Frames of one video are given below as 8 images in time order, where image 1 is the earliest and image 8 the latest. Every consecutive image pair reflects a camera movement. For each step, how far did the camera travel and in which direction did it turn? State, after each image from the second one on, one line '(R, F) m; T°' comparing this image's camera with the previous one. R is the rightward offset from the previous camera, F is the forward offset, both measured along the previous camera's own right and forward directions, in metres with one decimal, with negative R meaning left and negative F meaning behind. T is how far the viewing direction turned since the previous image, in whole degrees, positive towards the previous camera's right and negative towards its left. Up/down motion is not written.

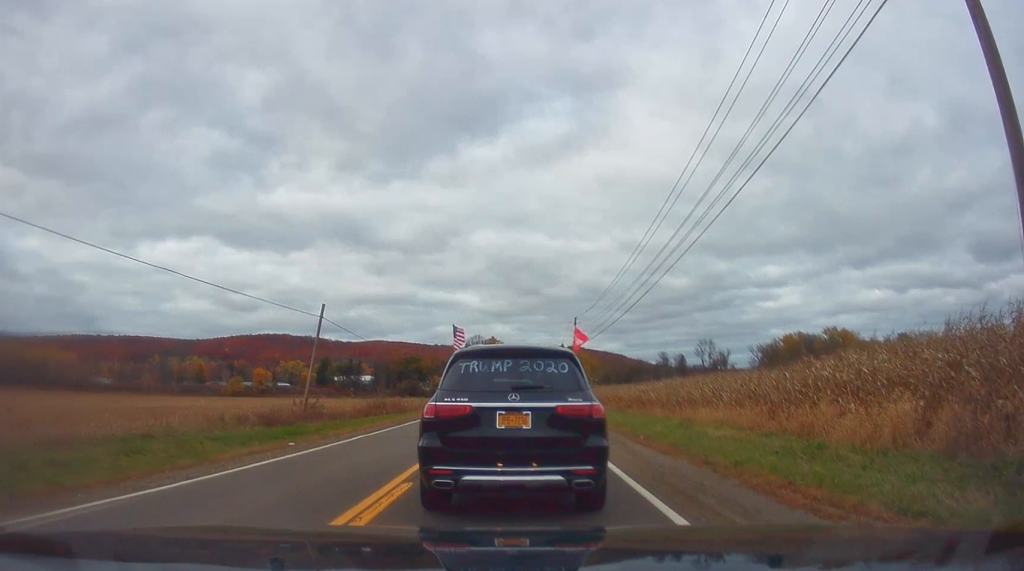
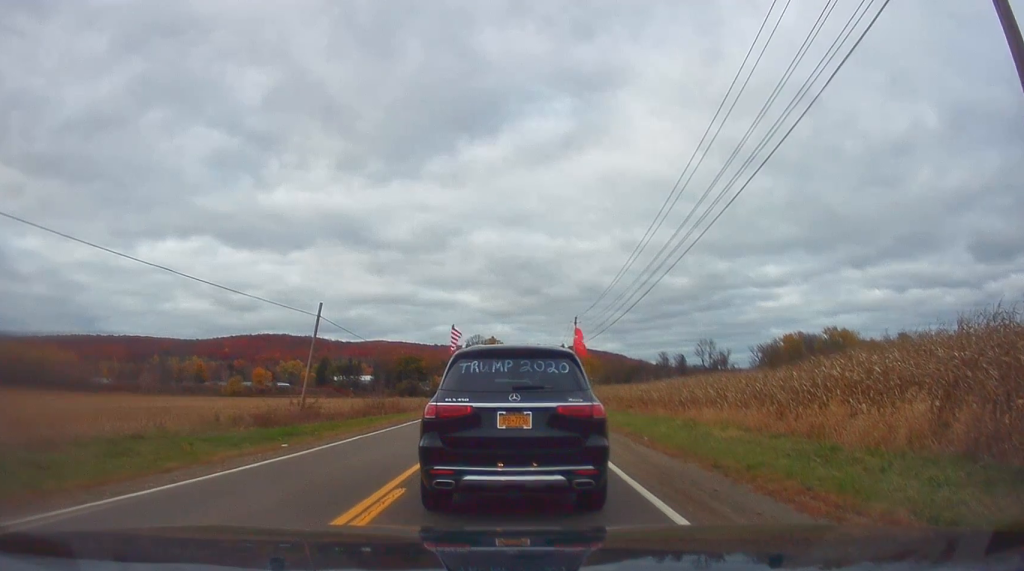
(0.0, +1.0) m; 0°
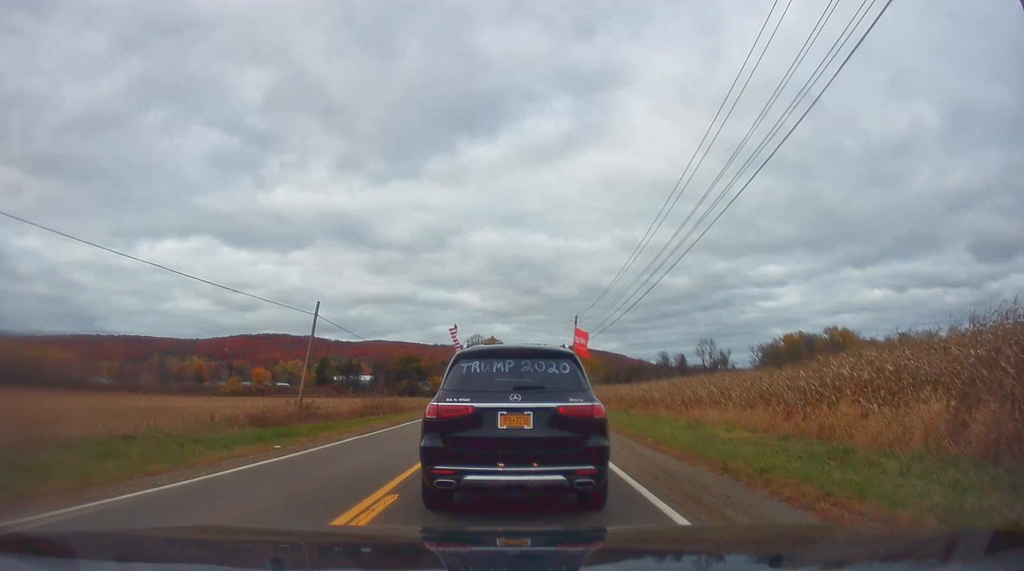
(0.0, +0.7) m; 0°
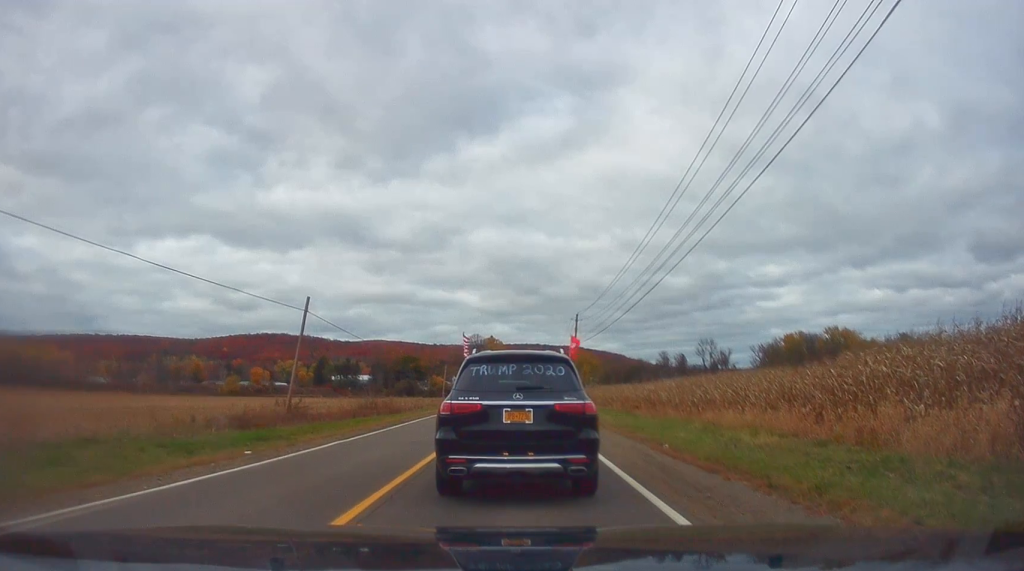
(0.0, +2.0) m; 0°
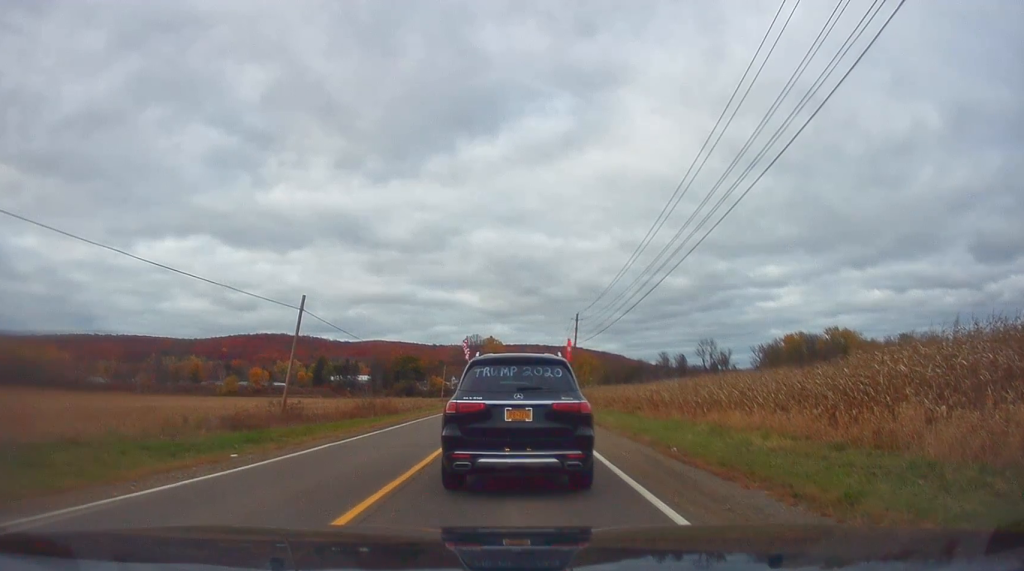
(0.0, +0.7) m; 0°
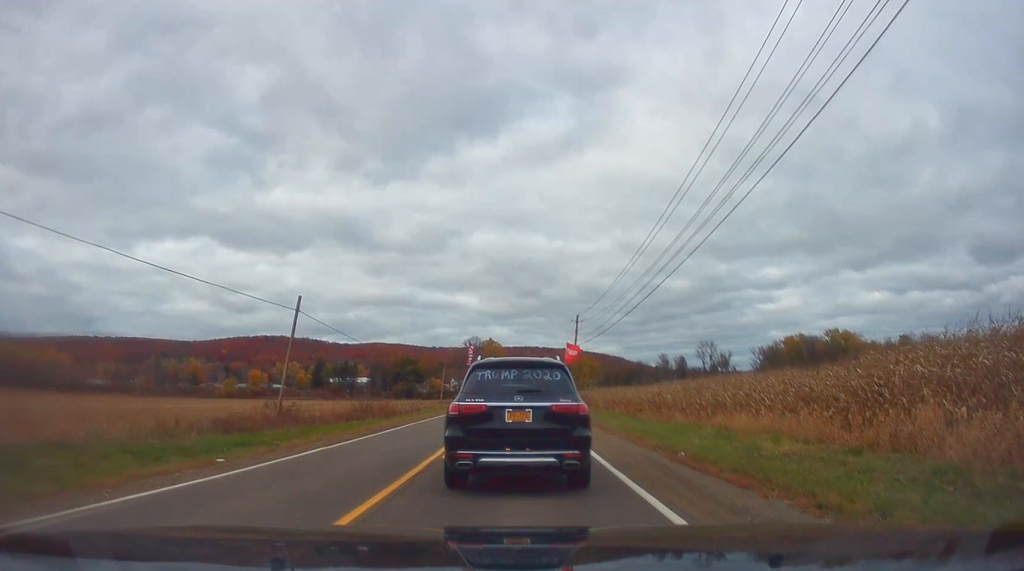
(0.0, +0.5) m; 0°
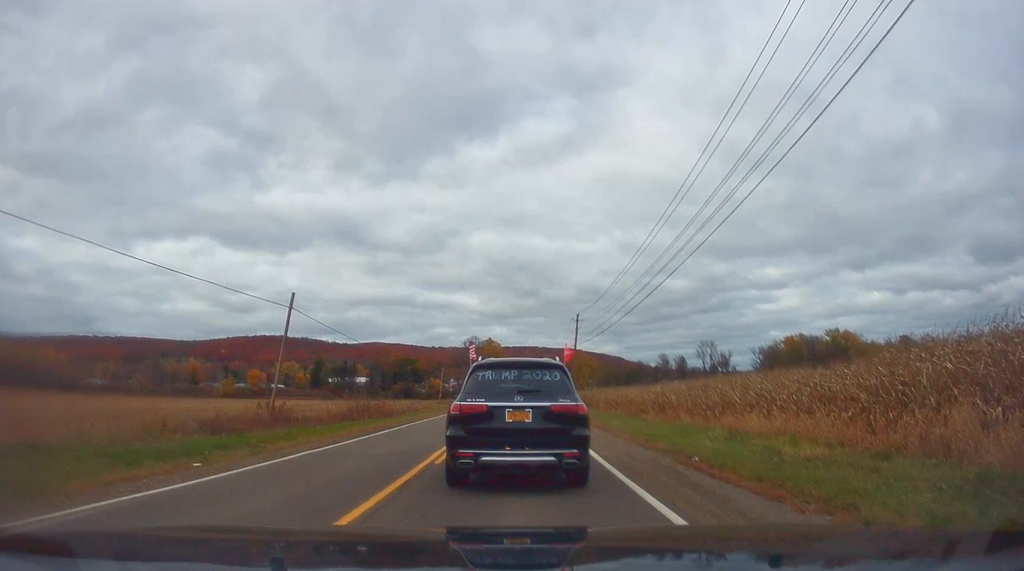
(0.0, +0.7) m; 0°
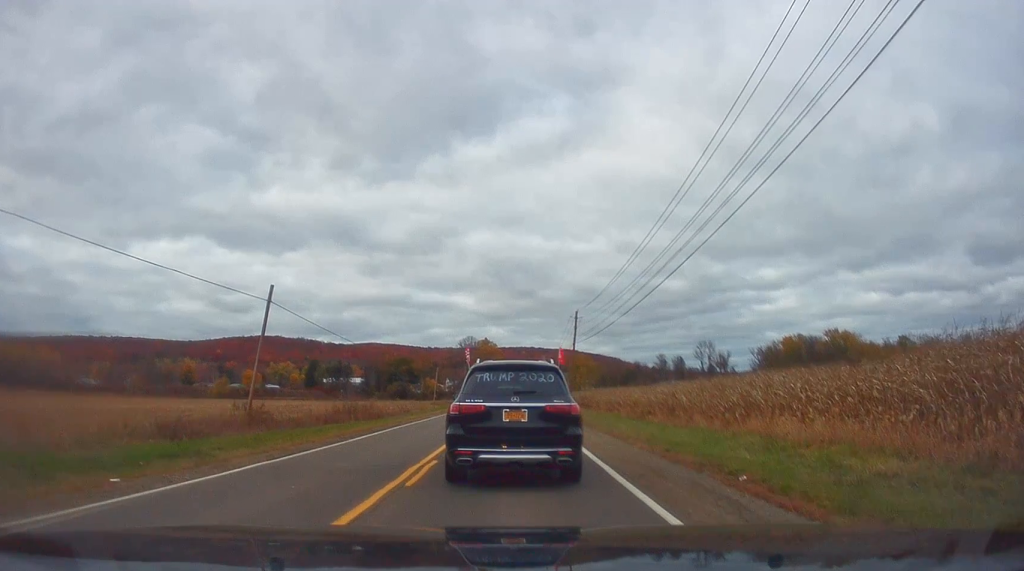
(0.0, +1.8) m; 0°
